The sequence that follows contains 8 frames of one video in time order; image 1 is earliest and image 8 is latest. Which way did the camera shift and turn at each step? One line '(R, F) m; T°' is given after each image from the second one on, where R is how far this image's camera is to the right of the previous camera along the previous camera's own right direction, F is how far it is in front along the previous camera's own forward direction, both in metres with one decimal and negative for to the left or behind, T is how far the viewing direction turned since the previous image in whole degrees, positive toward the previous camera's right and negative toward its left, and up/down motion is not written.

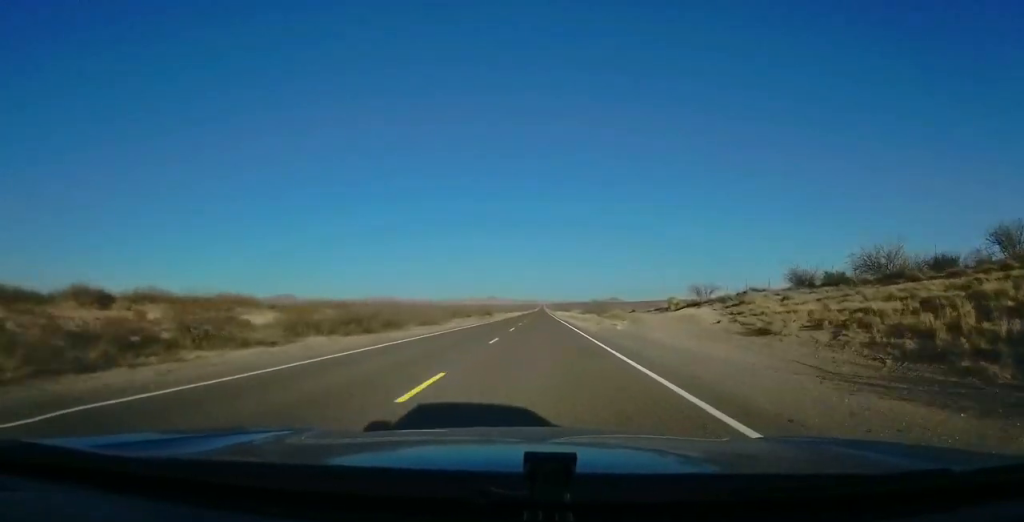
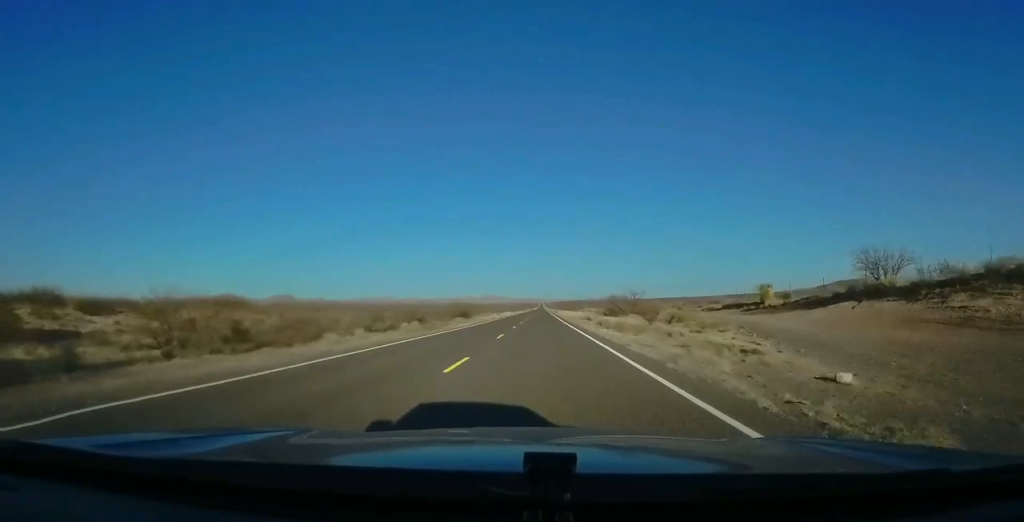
(0.0, +33.2) m; -1°
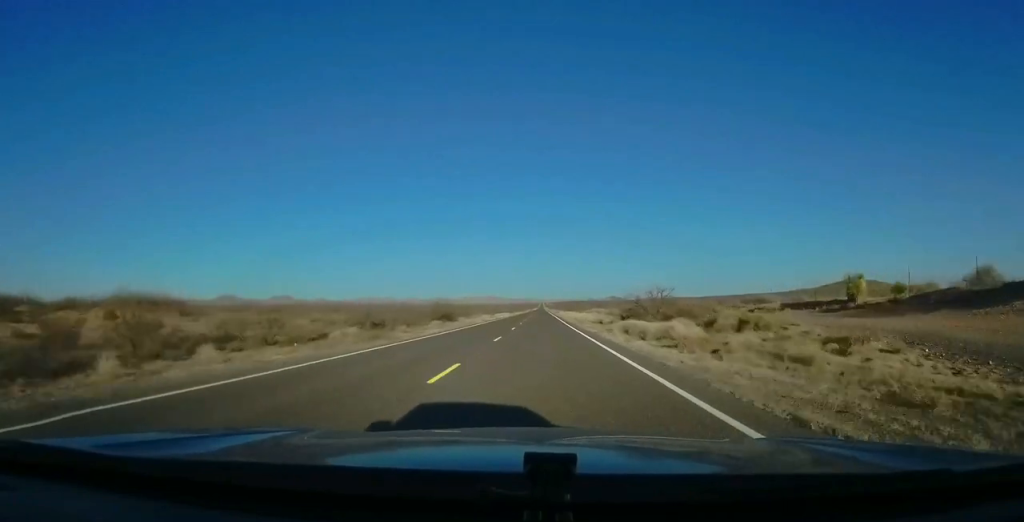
(-0.3, +13.7) m; 0°
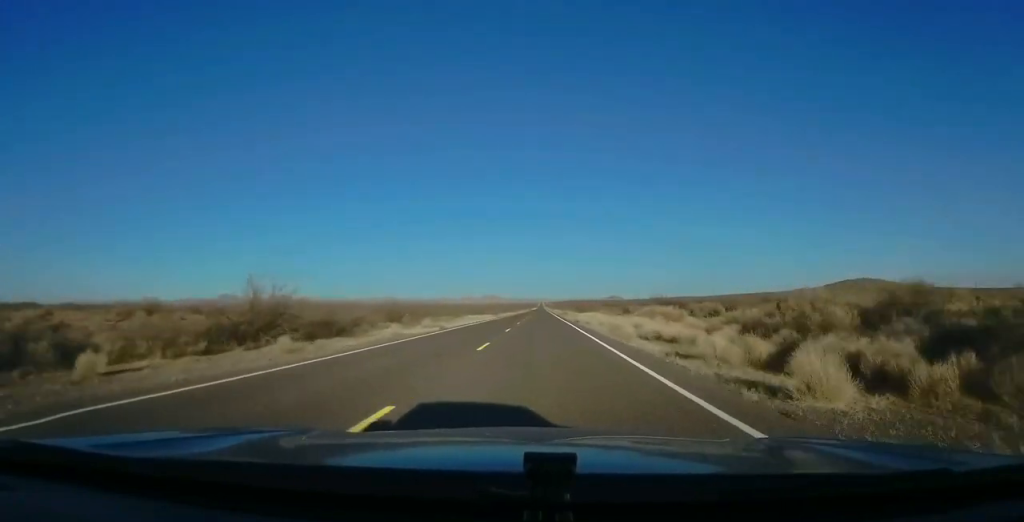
(+0.2, +42.2) m; +1°
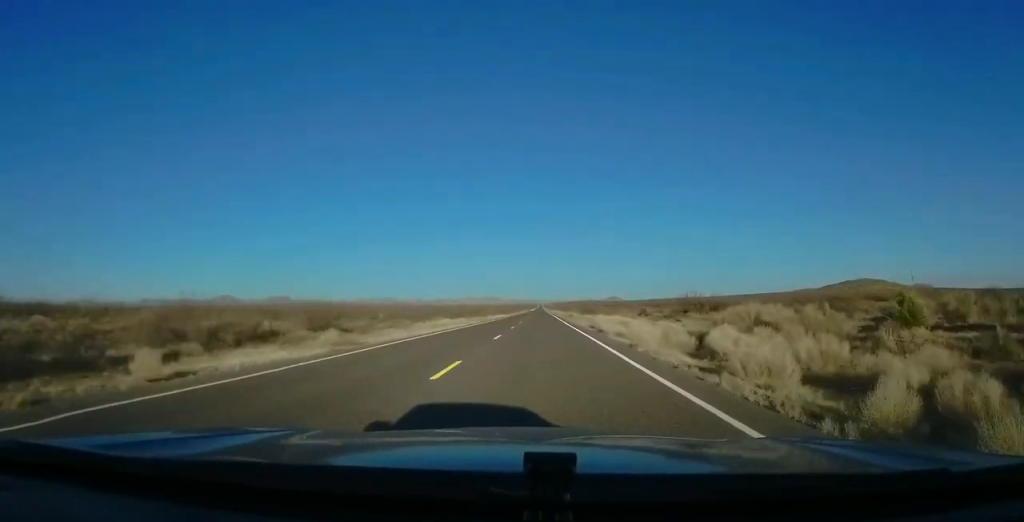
(+0.1, +18.7) m; 0°
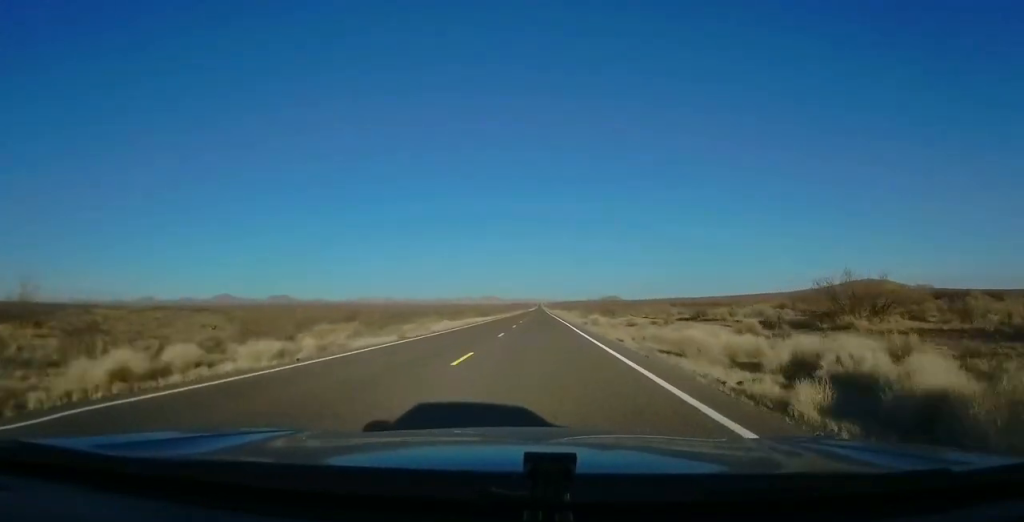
(0.0, +34.4) m; 0°
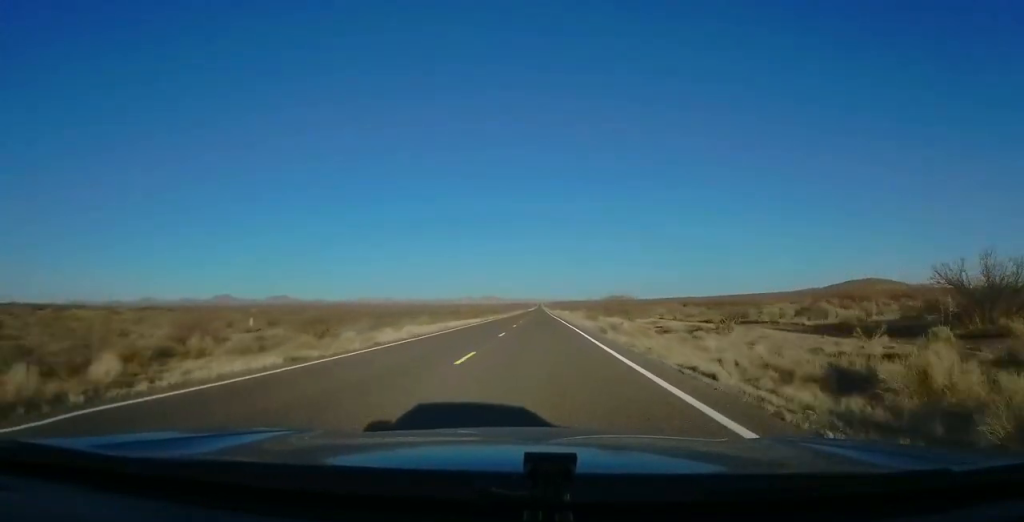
(0.0, +11.7) m; 0°
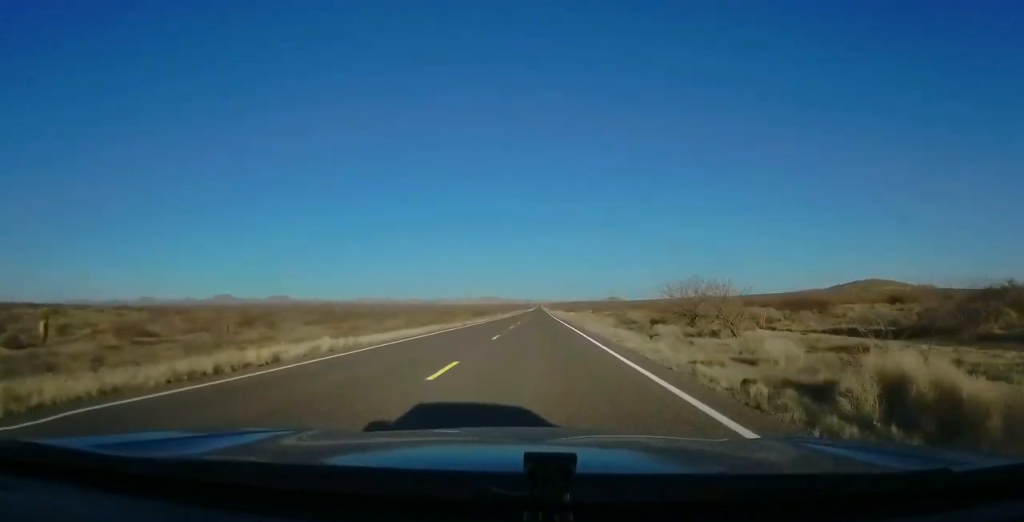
(0.0, +27.3) m; -1°
